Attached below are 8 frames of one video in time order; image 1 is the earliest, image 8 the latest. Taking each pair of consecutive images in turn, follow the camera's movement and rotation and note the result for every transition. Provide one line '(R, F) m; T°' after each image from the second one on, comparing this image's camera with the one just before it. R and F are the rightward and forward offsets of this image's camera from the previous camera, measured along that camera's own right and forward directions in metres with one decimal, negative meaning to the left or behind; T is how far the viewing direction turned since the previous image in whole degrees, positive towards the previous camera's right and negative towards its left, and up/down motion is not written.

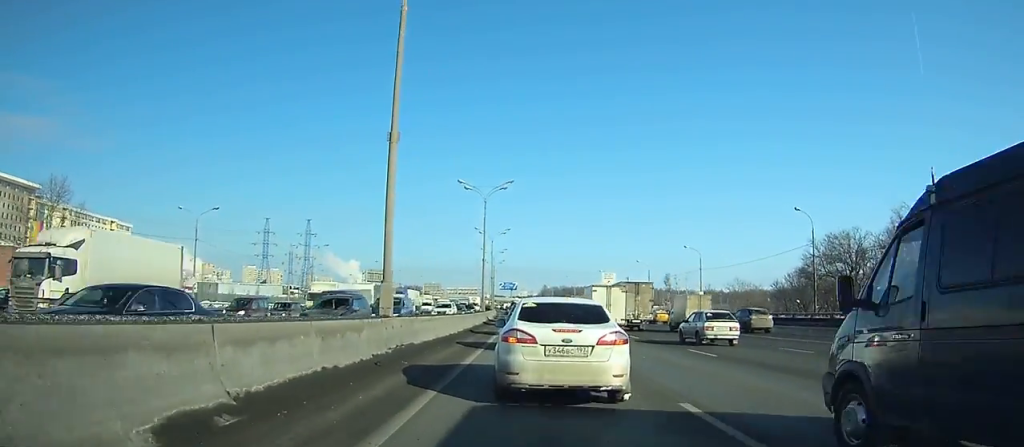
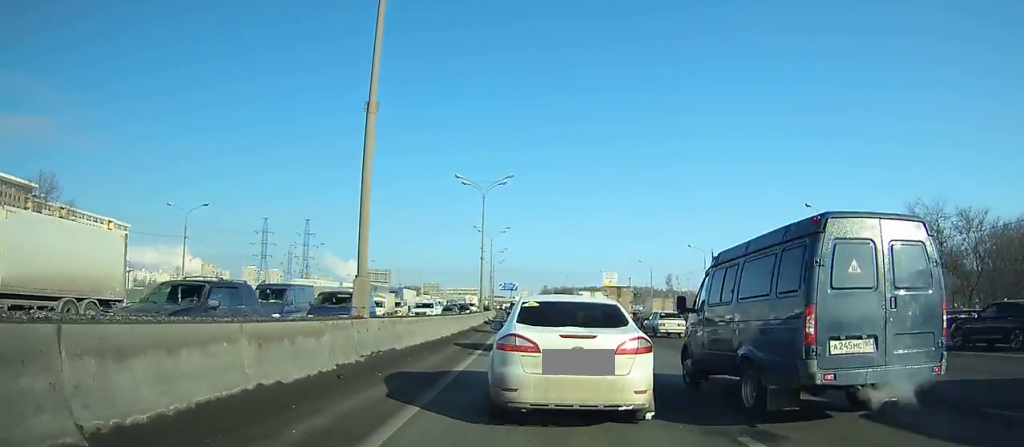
(0.0, +3.7) m; 0°
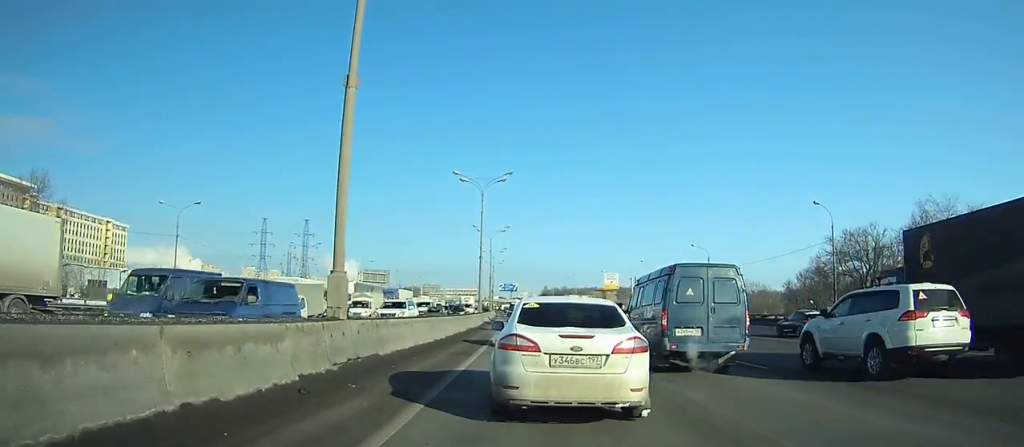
(0.0, +3.8) m; 0°
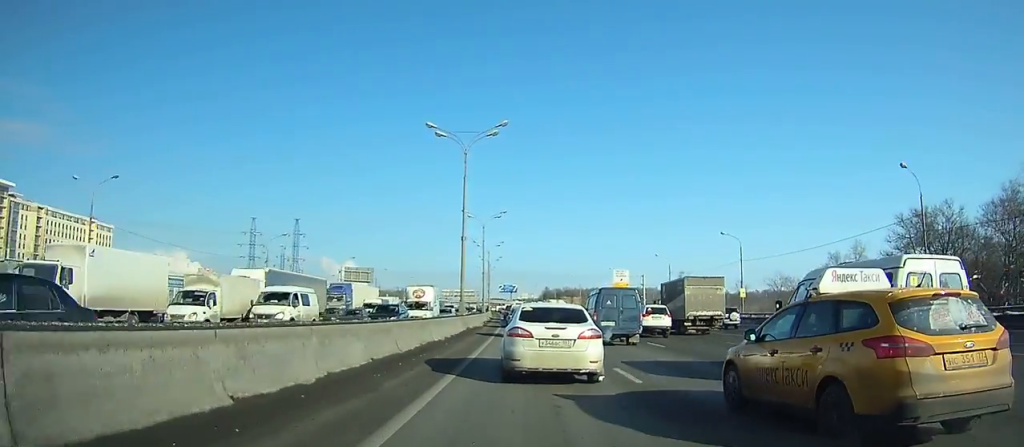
(+0.2, +15.9) m; +1°
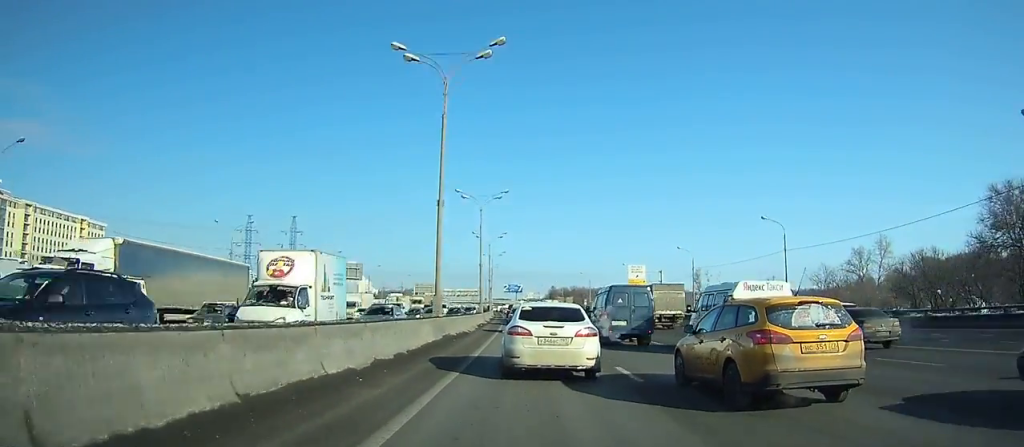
(-0.1, +12.4) m; -2°
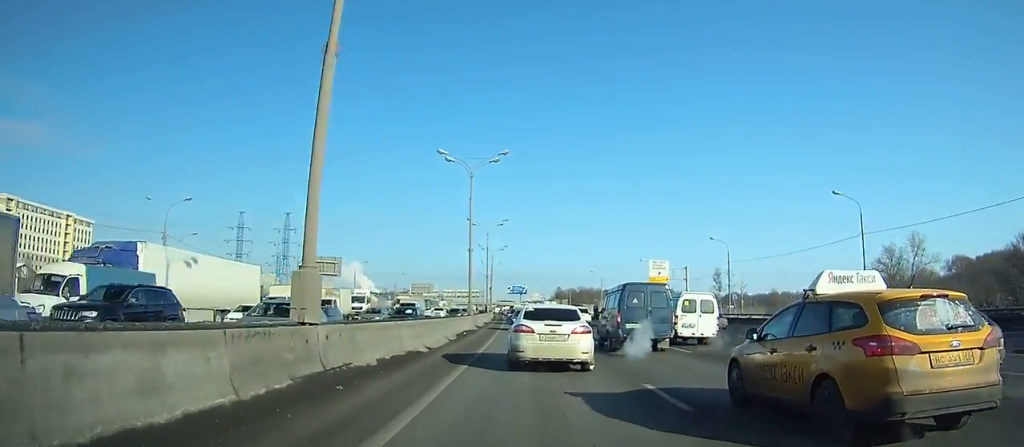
(-0.3, +14.9) m; -1°
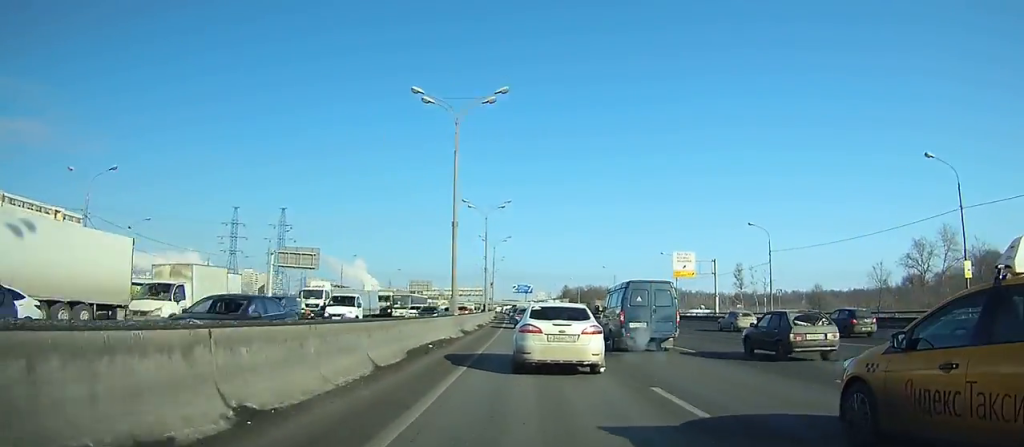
(+0.1, +10.9) m; 0°
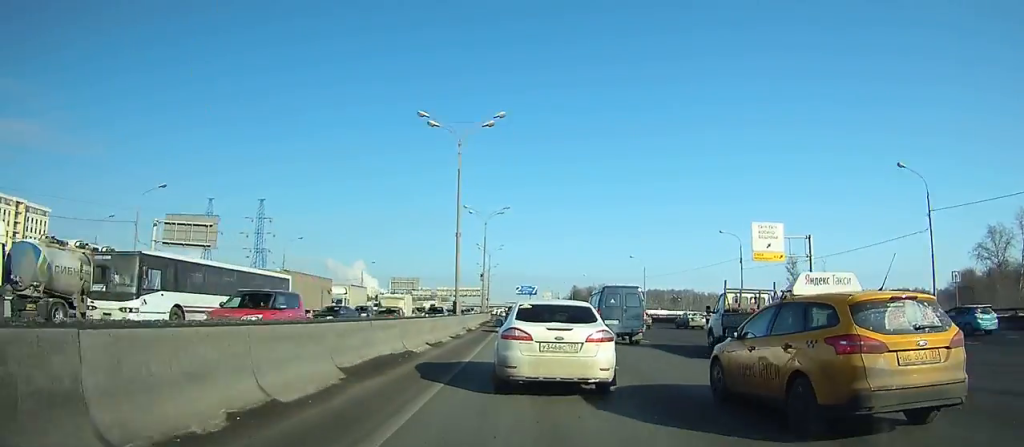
(-0.5, +27.4) m; -1°
